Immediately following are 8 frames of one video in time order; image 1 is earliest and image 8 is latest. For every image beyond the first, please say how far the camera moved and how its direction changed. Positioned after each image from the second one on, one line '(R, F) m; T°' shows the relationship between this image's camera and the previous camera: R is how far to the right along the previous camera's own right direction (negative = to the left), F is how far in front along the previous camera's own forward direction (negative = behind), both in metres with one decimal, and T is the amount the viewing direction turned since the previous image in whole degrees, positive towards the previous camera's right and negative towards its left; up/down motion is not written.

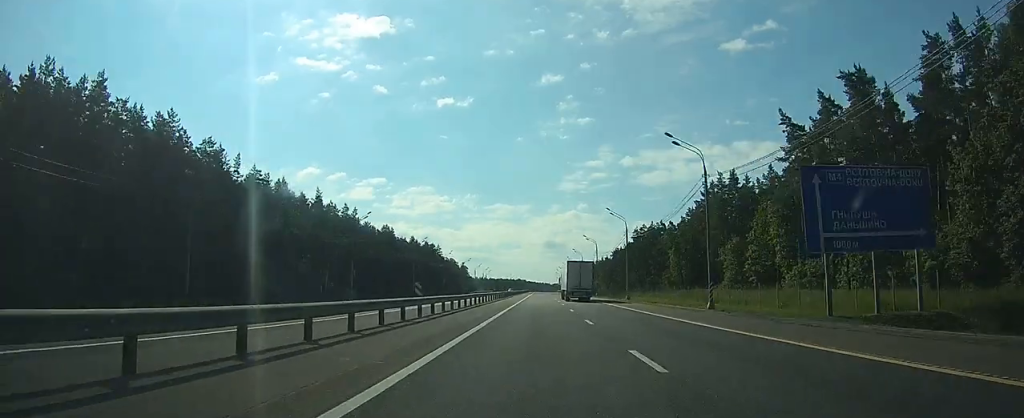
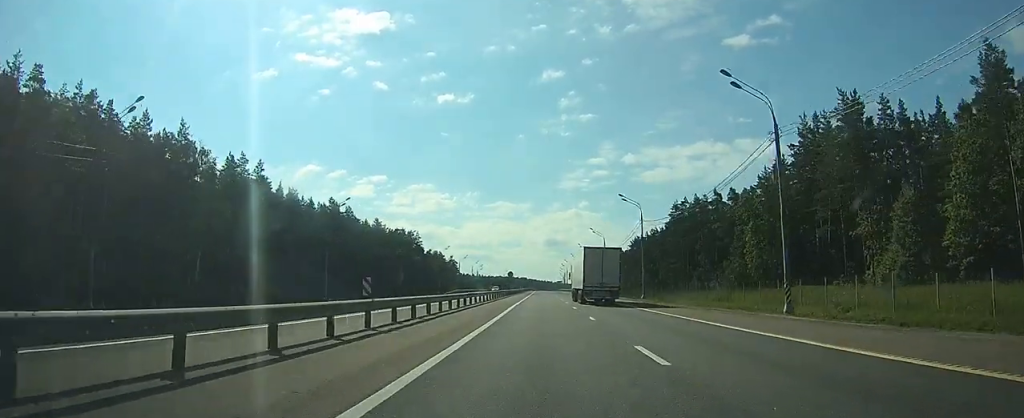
(0.0, +46.8) m; 0°
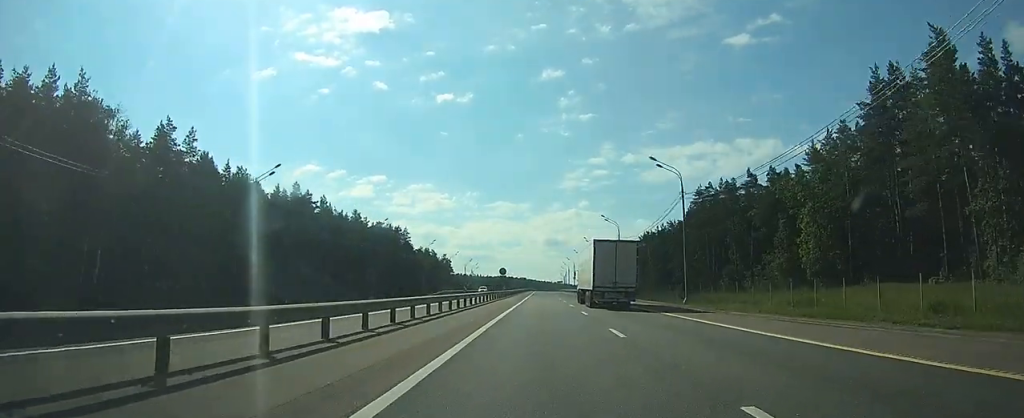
(0.0, +18.3) m; 0°
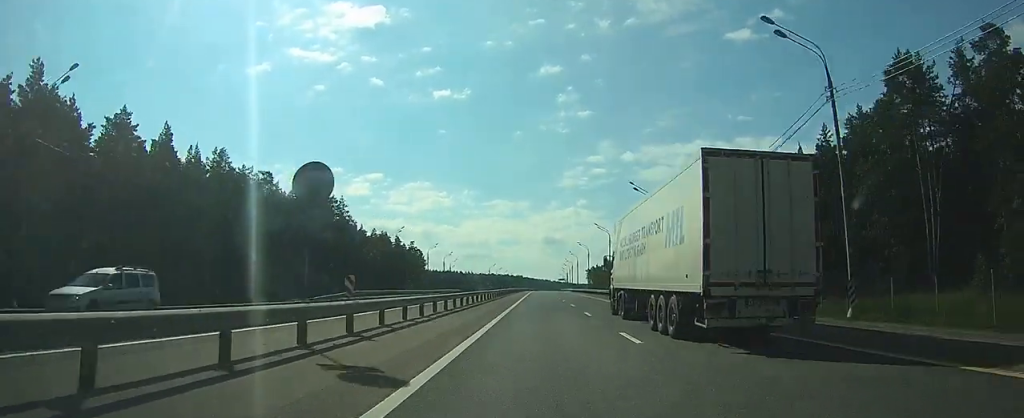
(0.0, +61.2) m; 0°
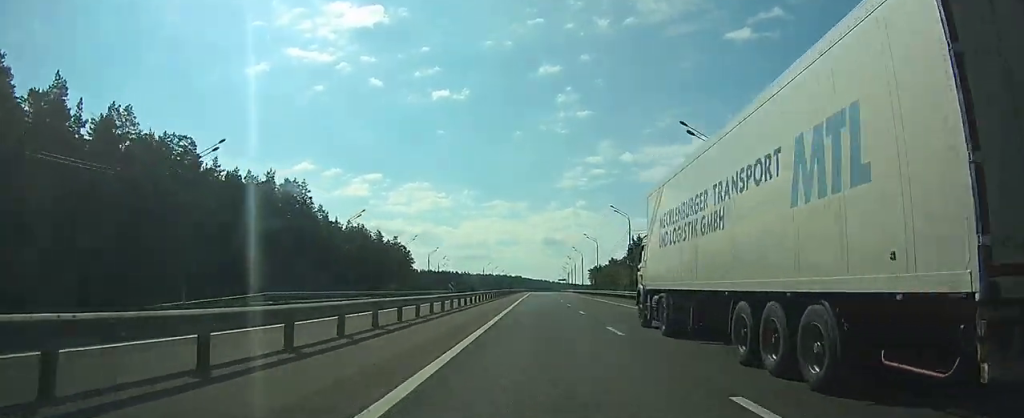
(0.0, +21.5) m; 0°
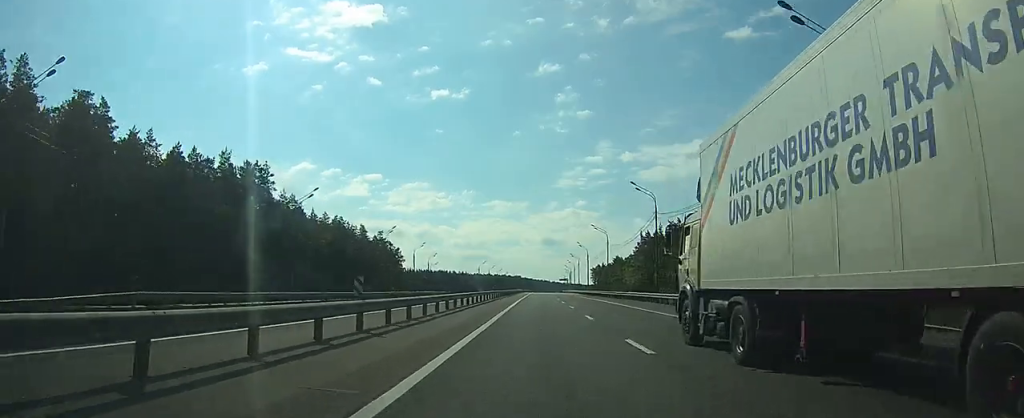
(0.0, +16.3) m; 0°
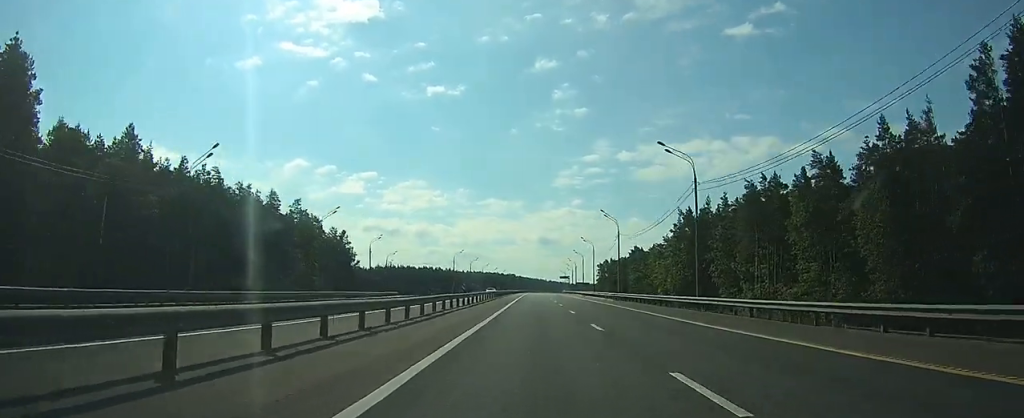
(+0.2, +53.0) m; 0°
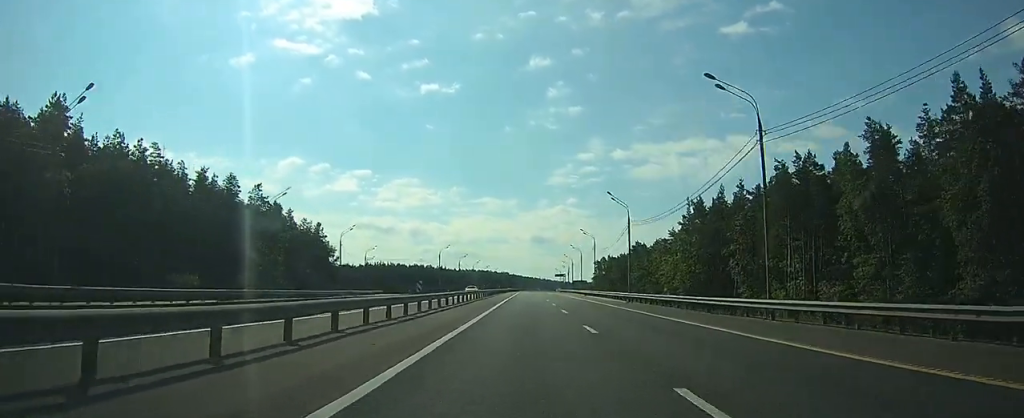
(0.0, +13.2) m; 0°
